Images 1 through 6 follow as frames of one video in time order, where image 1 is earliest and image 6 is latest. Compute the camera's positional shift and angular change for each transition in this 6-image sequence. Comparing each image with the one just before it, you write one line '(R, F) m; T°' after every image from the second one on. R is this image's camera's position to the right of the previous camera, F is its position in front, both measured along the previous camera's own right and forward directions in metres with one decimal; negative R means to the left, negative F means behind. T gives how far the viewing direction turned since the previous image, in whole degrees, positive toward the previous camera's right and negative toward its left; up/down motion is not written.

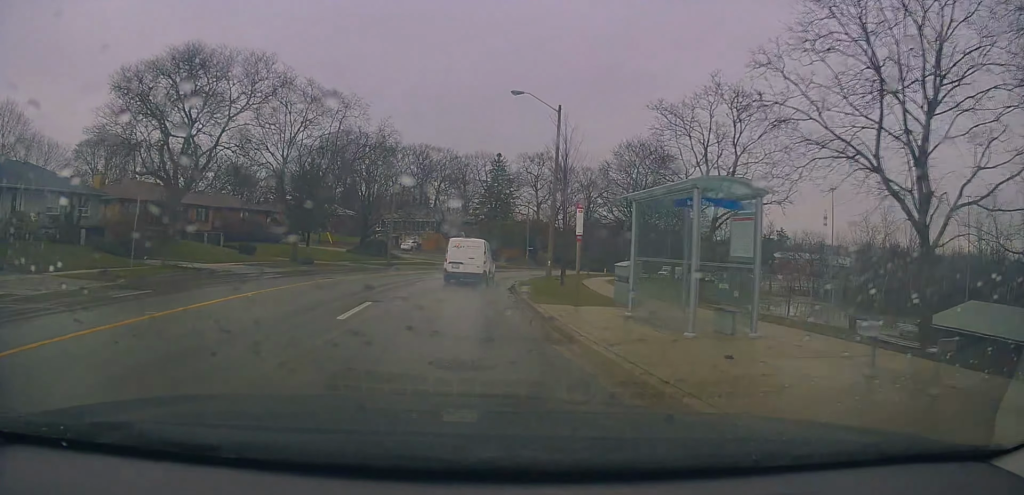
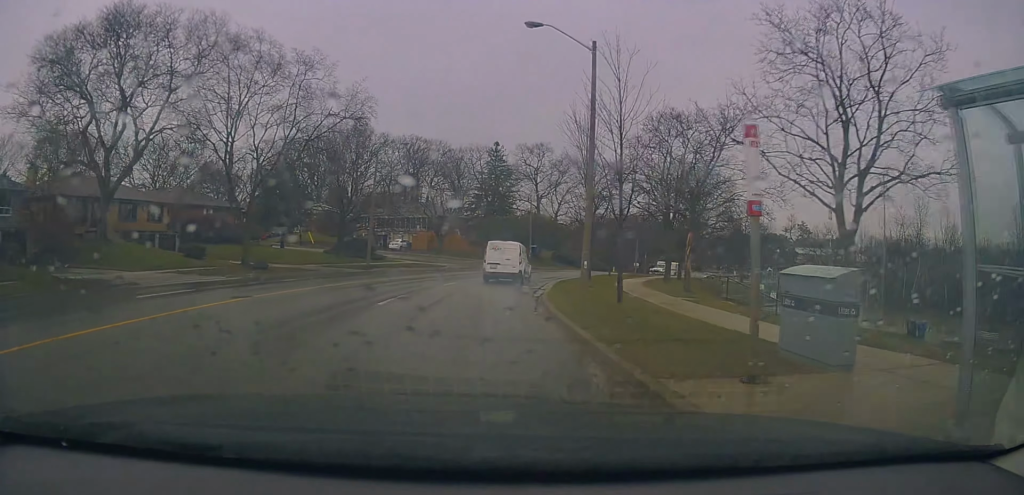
(0.0, +8.9) m; +2°
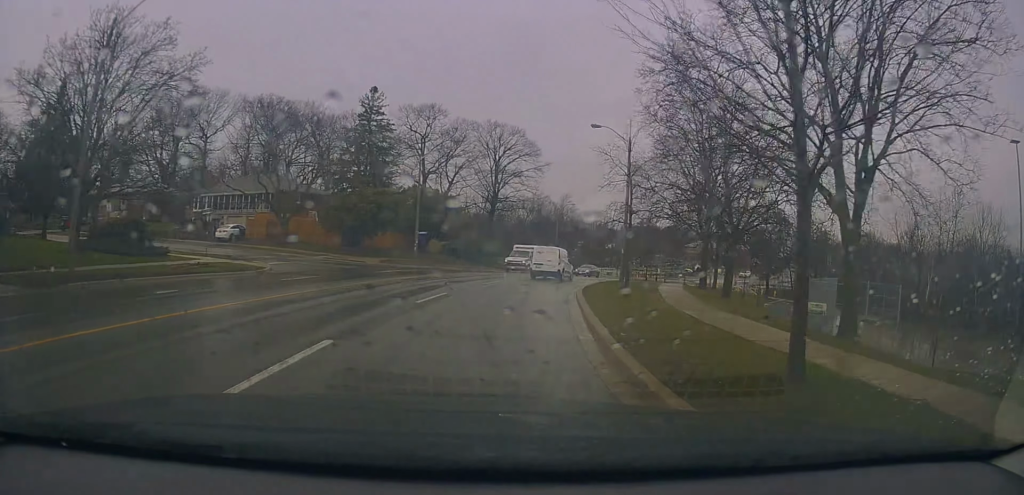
(+2.2, +25.0) m; +13°
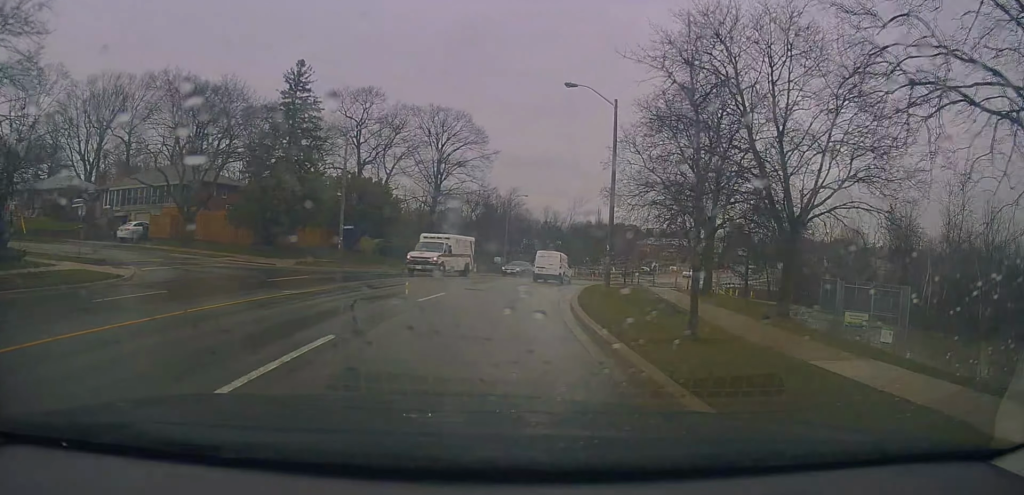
(+0.6, +8.6) m; +6°
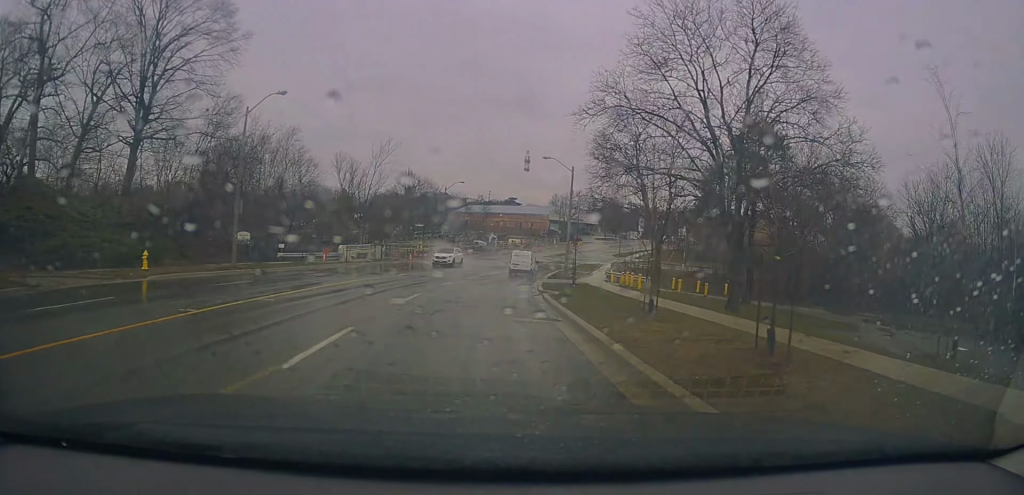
(+6.1, +35.3) m; +19°
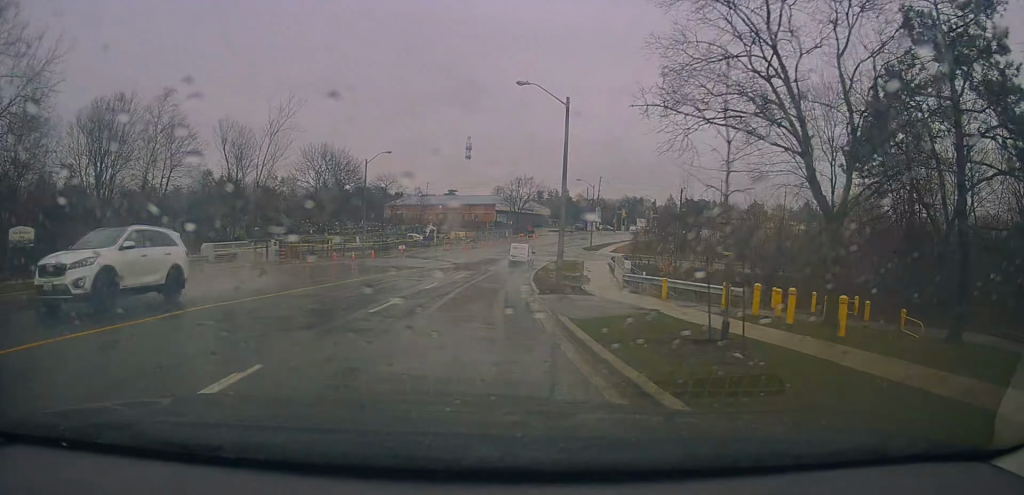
(+1.6, +19.4) m; +6°
